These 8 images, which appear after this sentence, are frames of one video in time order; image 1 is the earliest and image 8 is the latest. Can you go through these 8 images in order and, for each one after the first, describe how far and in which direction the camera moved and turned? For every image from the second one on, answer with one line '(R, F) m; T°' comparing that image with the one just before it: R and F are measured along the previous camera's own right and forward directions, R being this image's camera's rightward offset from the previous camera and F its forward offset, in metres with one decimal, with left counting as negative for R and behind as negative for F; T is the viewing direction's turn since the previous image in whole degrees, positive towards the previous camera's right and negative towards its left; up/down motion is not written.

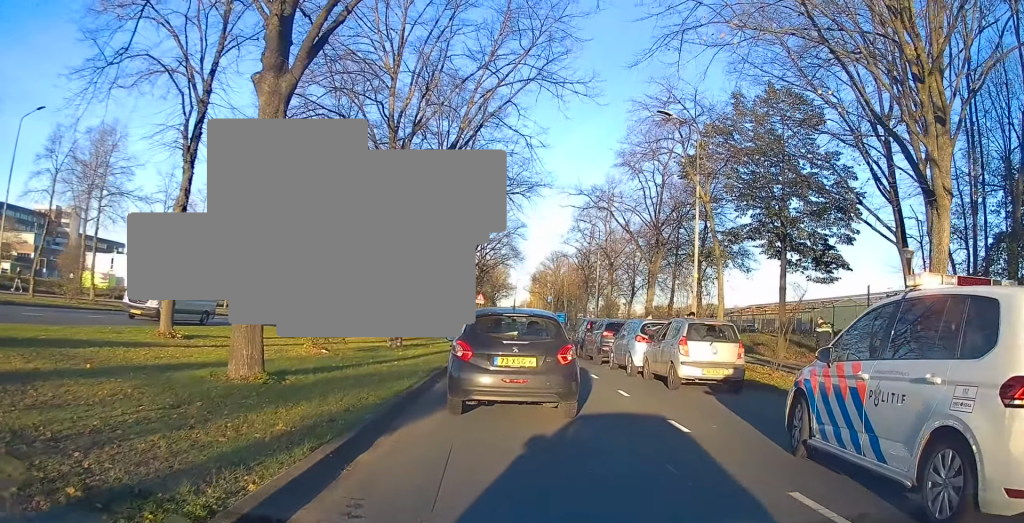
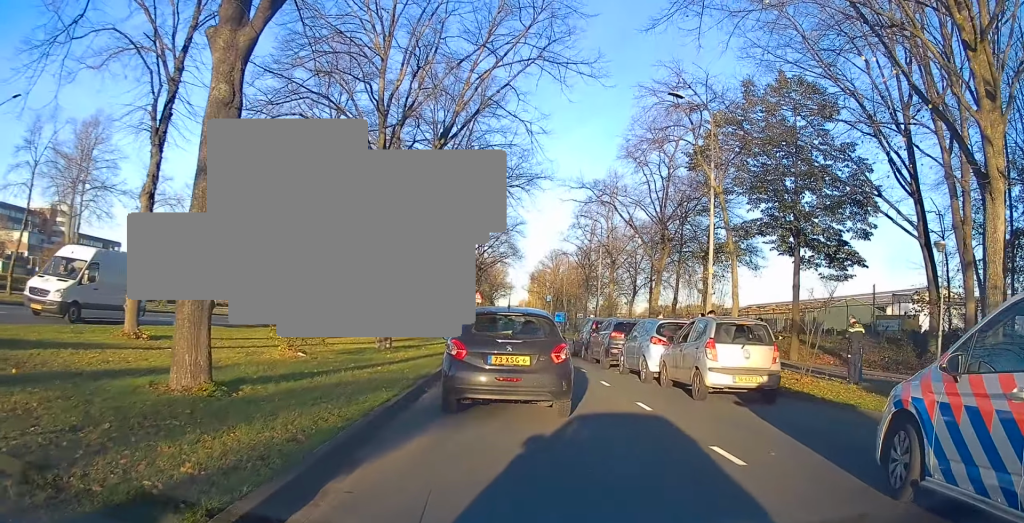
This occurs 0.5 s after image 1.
(-0.1, +2.0) m; 0°
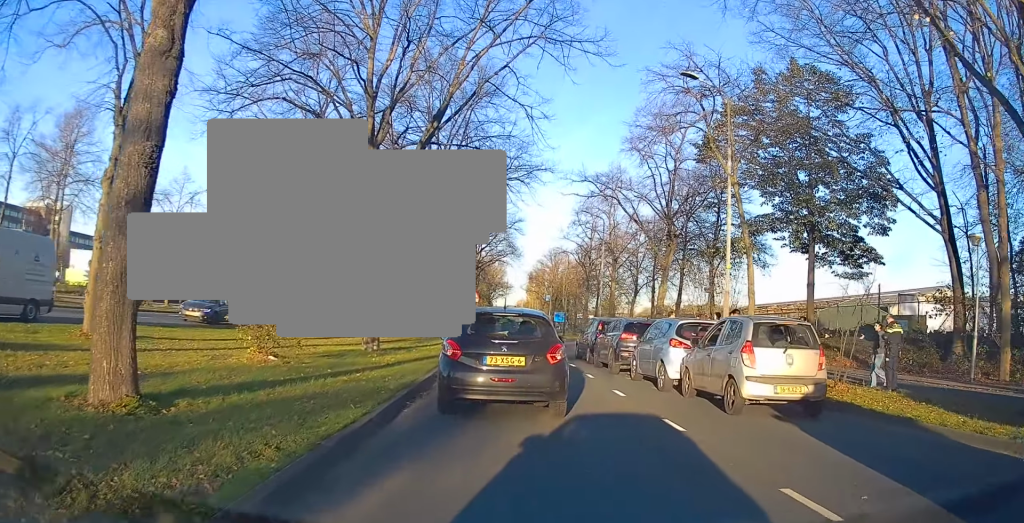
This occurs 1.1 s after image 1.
(0.0, +2.0) m; 0°
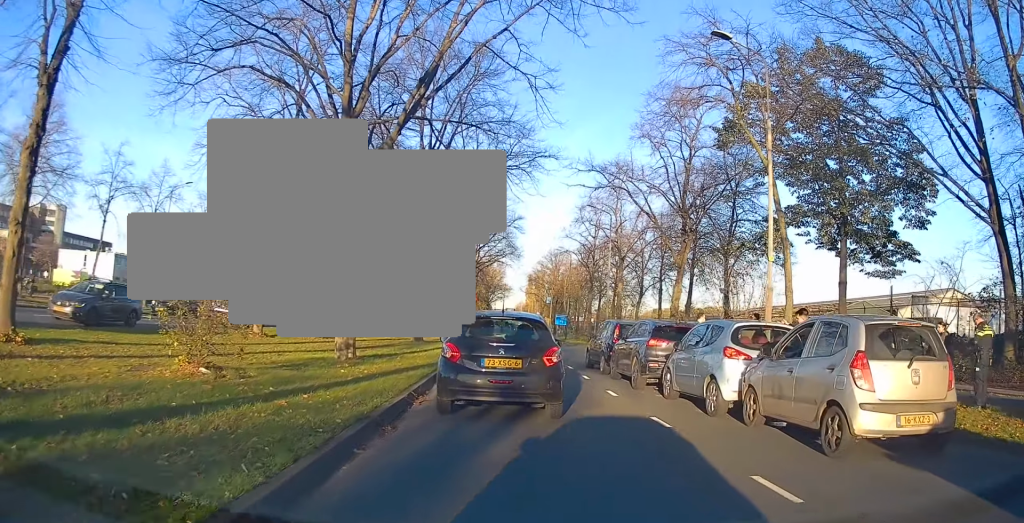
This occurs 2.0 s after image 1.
(0.0, +3.5) m; 0°
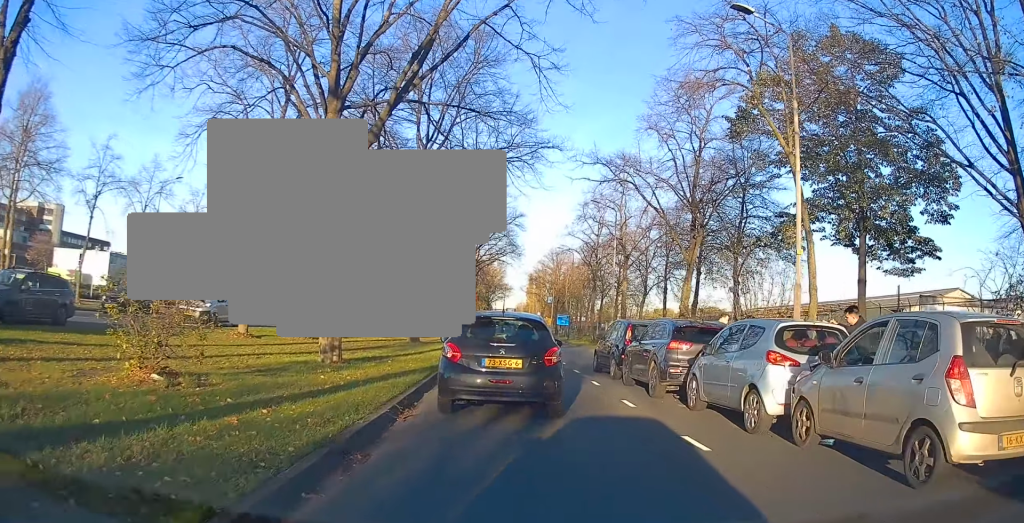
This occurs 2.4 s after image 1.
(0.0, +1.6) m; 0°
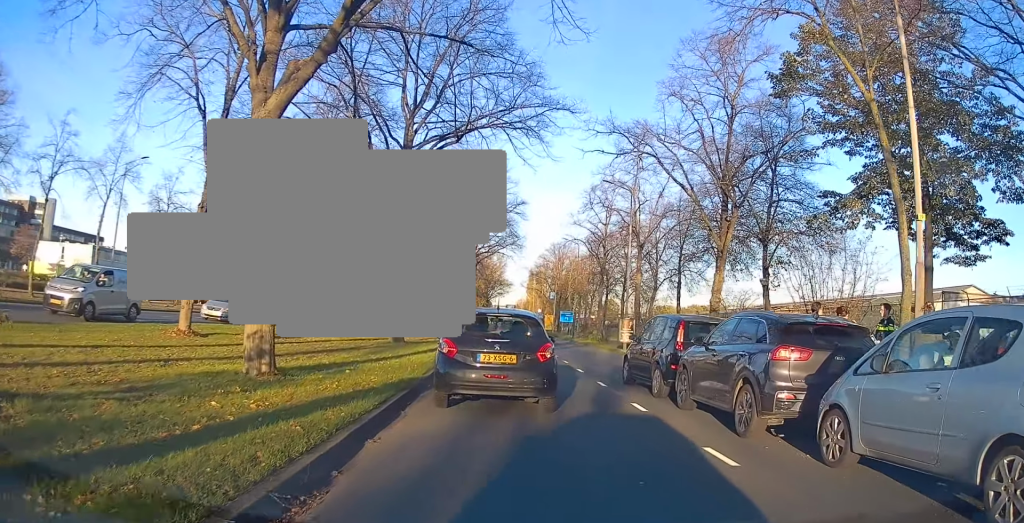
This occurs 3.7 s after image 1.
(+0.1, +4.7) m; +1°
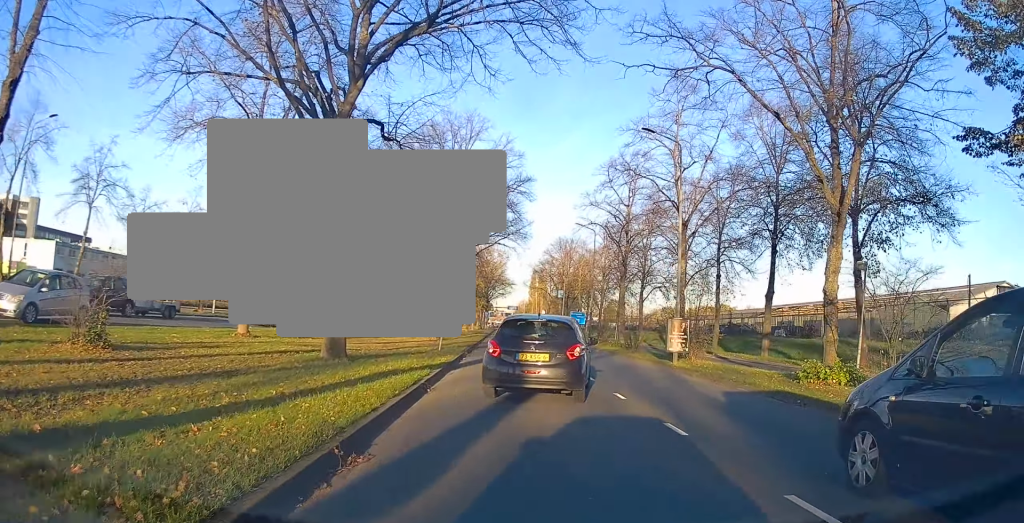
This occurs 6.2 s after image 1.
(-0.7, +9.9) m; -4°
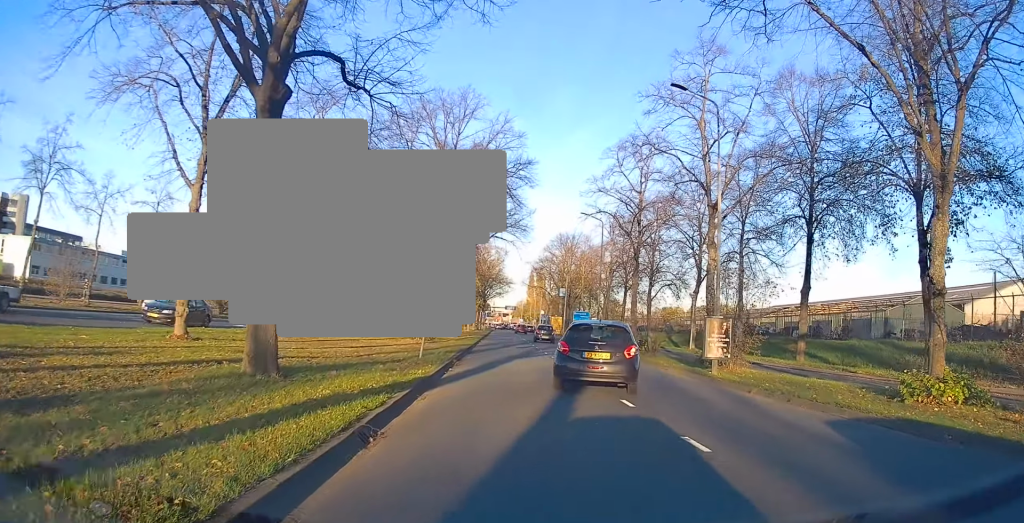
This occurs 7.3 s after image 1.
(0.0, +4.4) m; 0°
